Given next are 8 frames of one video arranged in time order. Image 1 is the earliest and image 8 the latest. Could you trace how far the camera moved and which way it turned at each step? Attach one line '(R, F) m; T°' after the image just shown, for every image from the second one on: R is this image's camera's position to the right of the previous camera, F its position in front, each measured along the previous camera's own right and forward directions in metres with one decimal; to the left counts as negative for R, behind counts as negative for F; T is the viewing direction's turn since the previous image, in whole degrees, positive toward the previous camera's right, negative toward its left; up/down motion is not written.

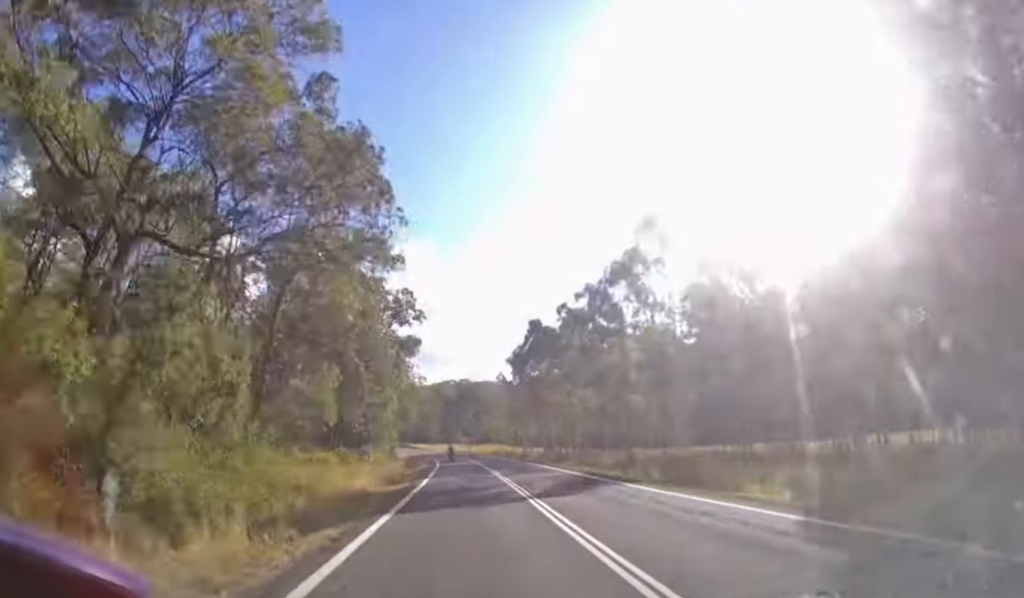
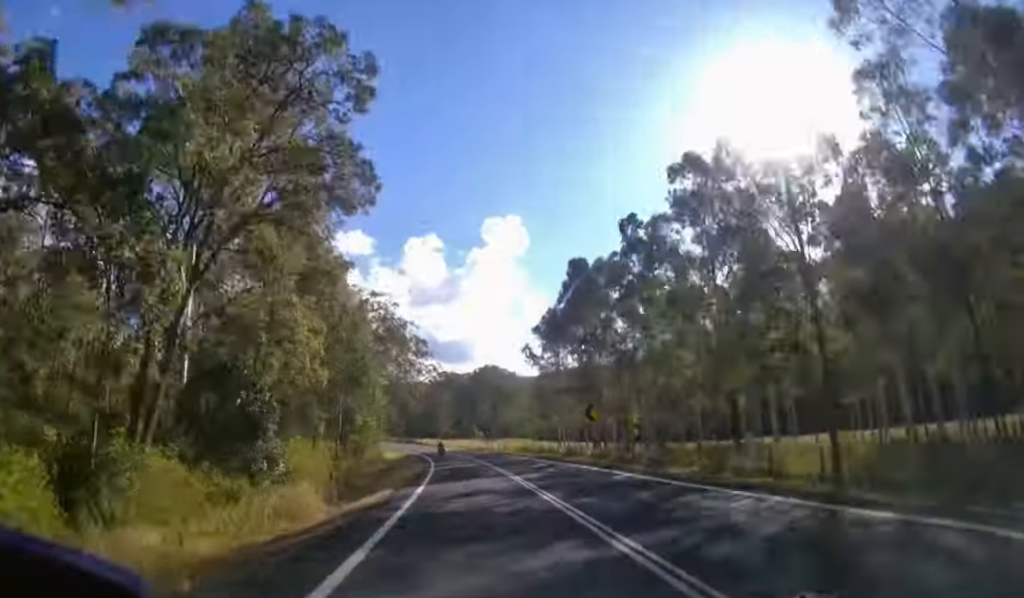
(-0.1, +25.4) m; -1°
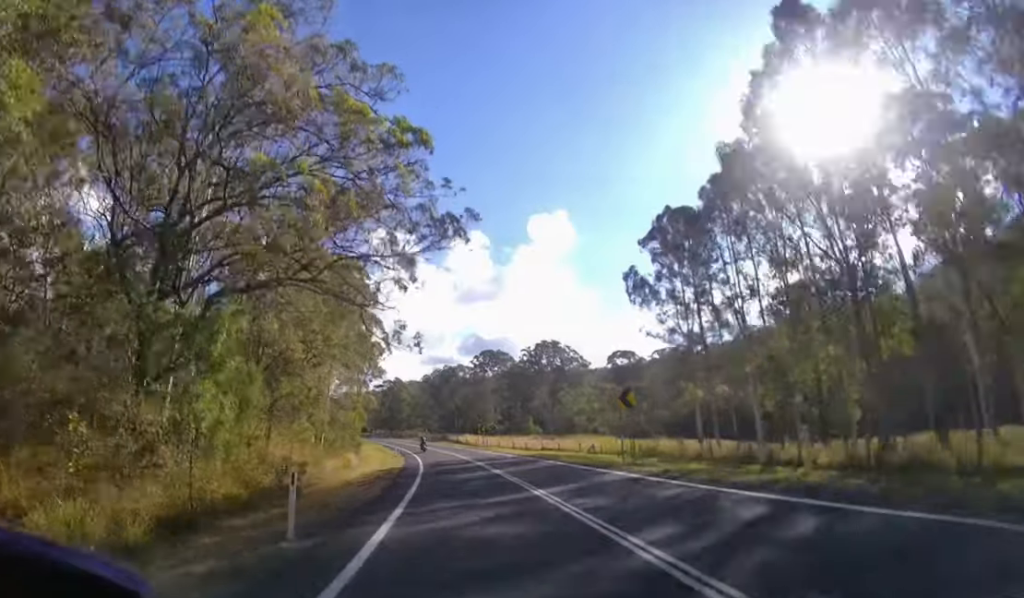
(-0.9, +41.0) m; -3°
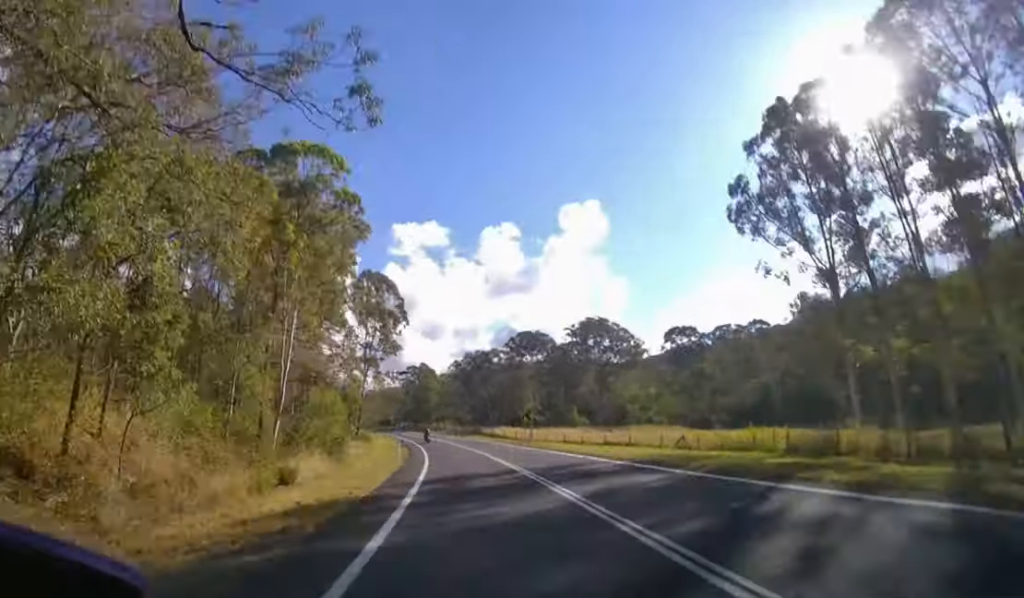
(-0.4, +17.1) m; -3°
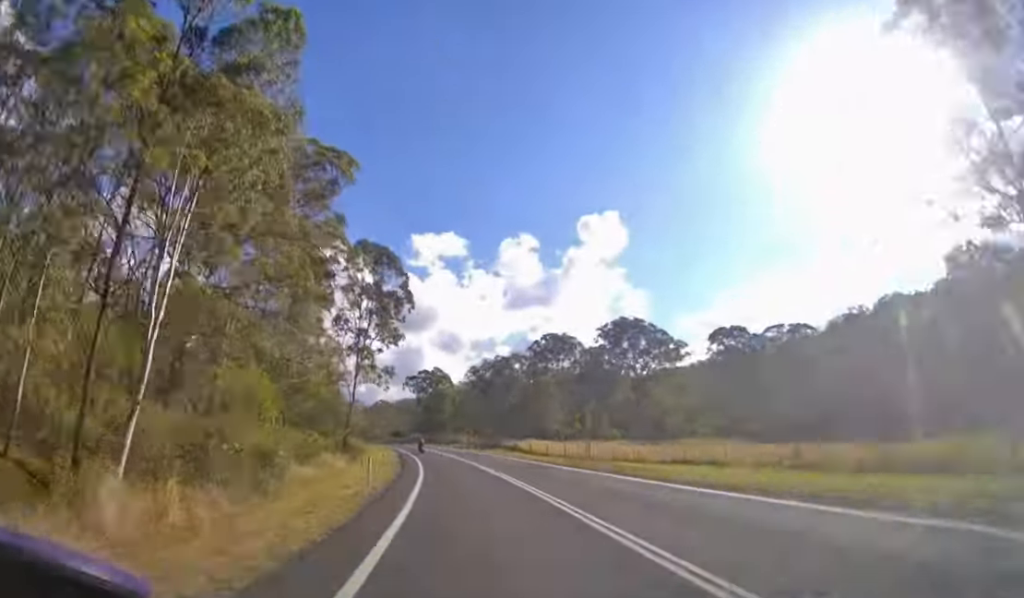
(0.0, +14.1) m; -3°
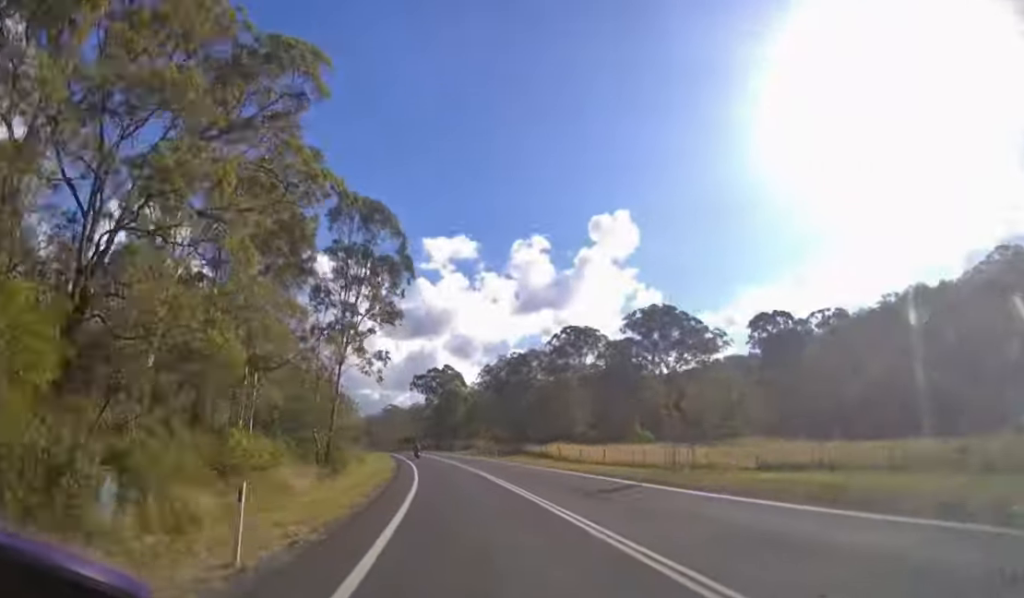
(-0.5, +11.3) m; -2°
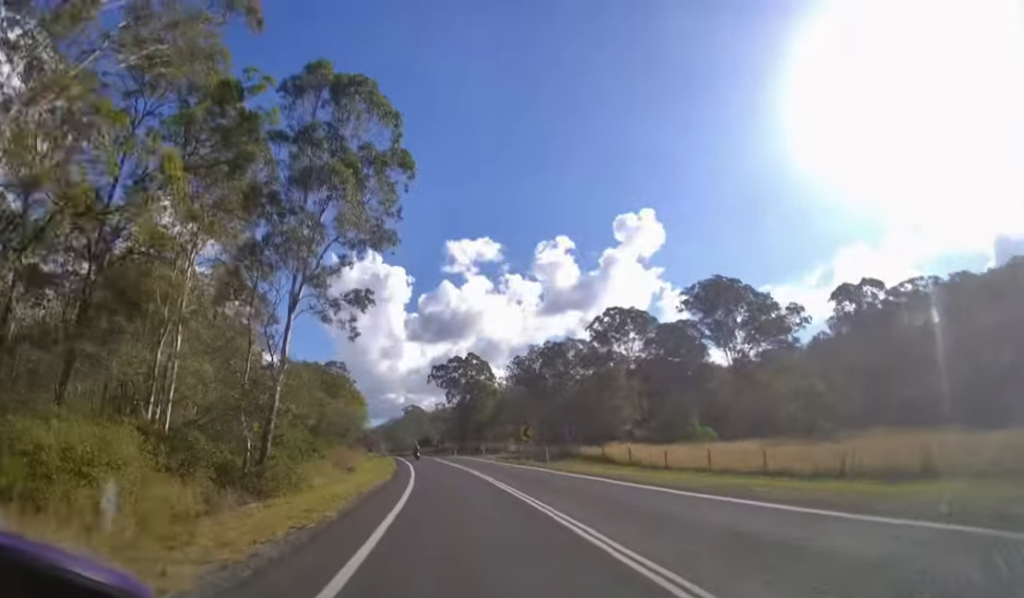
(-0.3, +16.8) m; -3°
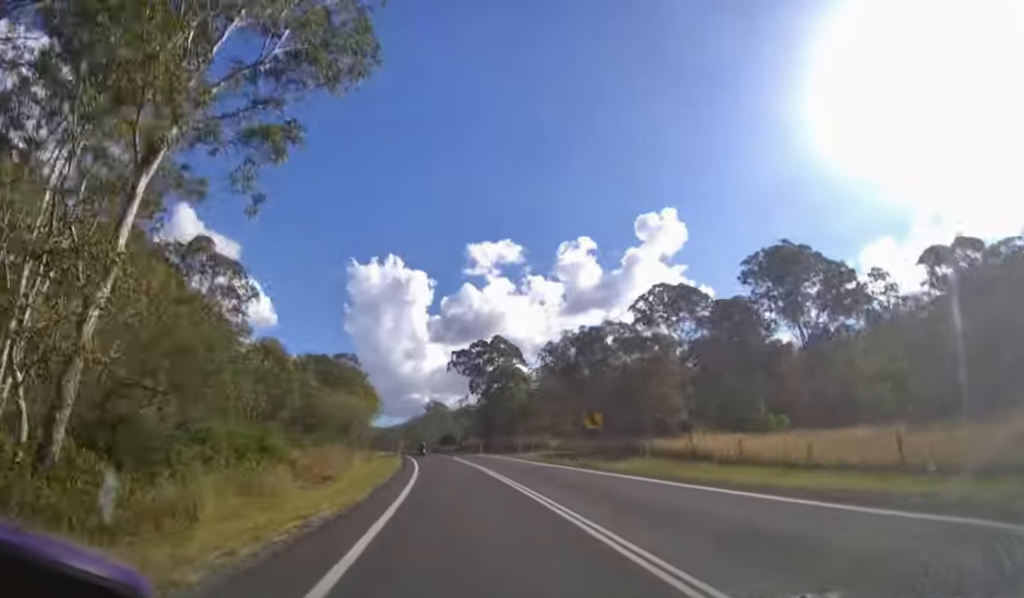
(-0.5, +15.1) m; -2°
